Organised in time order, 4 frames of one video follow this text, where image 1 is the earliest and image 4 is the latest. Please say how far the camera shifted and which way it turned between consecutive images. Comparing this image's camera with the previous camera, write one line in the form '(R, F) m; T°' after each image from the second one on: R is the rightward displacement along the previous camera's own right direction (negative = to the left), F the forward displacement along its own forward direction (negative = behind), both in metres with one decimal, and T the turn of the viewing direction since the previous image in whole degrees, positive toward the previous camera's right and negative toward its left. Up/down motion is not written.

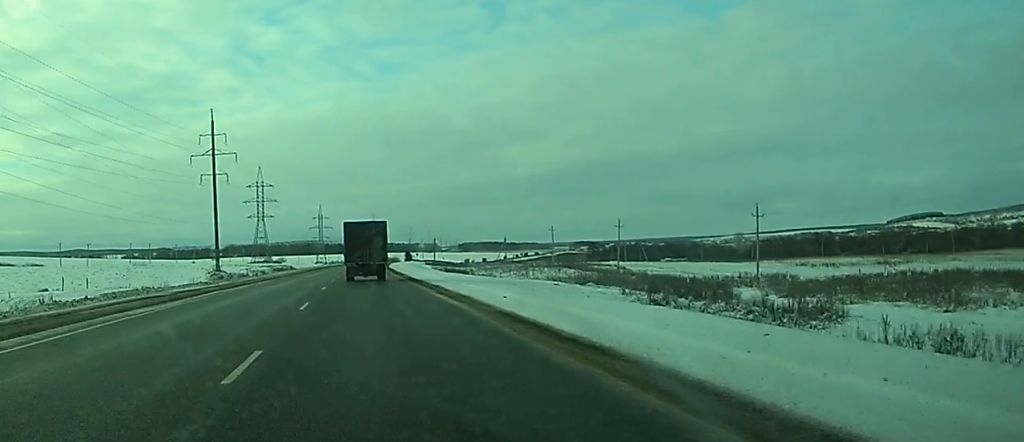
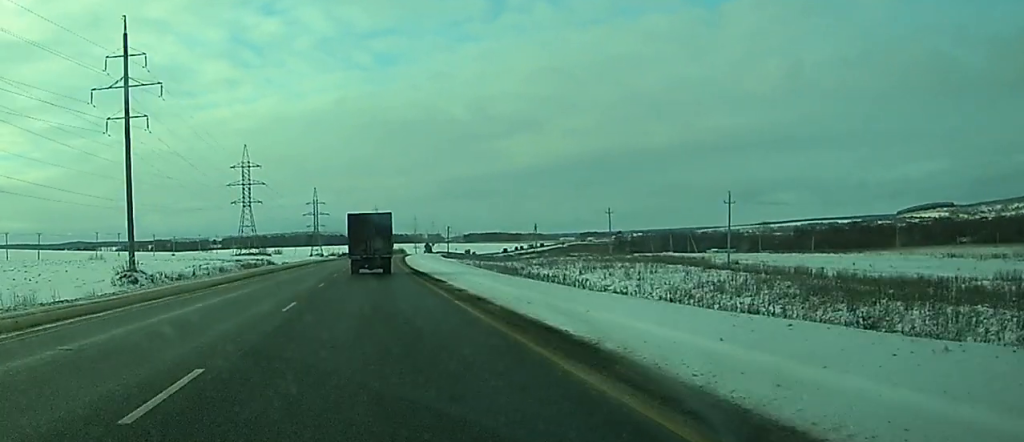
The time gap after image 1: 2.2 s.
(+0.6, +49.4) m; +1°
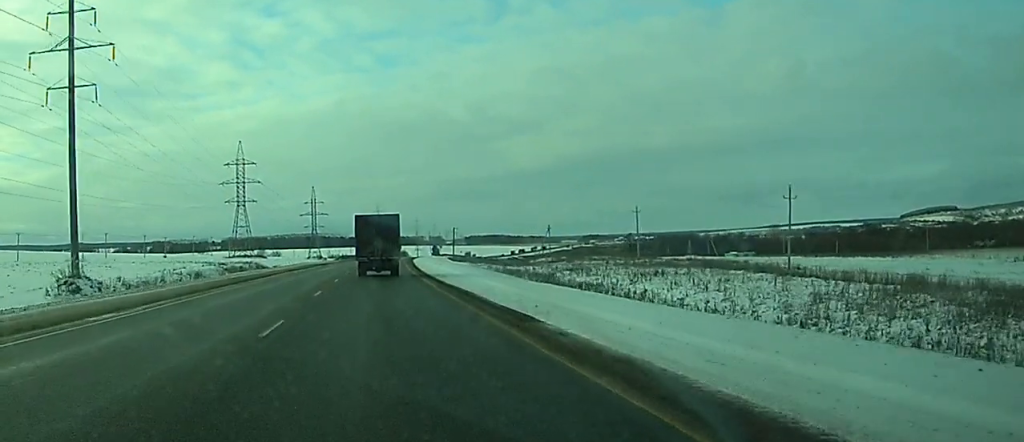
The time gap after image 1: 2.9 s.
(-0.1, +16.8) m; 0°
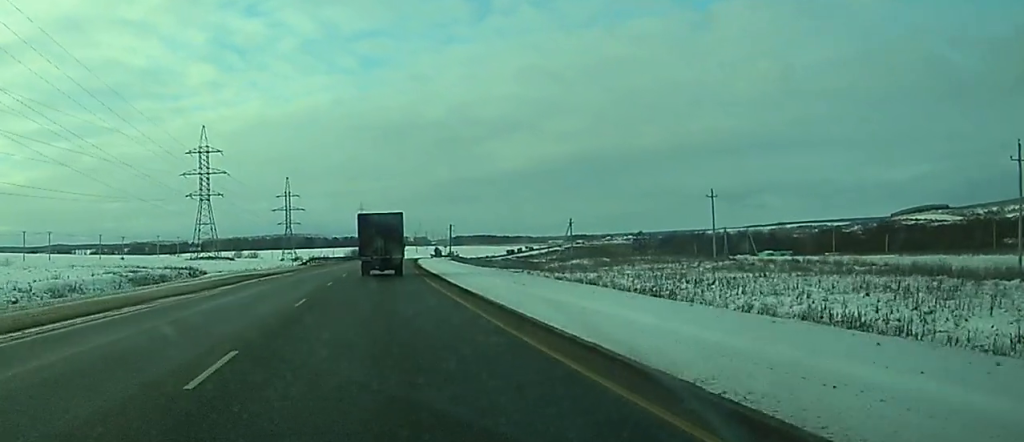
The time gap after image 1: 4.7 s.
(-0.5, +41.0) m; -1°
